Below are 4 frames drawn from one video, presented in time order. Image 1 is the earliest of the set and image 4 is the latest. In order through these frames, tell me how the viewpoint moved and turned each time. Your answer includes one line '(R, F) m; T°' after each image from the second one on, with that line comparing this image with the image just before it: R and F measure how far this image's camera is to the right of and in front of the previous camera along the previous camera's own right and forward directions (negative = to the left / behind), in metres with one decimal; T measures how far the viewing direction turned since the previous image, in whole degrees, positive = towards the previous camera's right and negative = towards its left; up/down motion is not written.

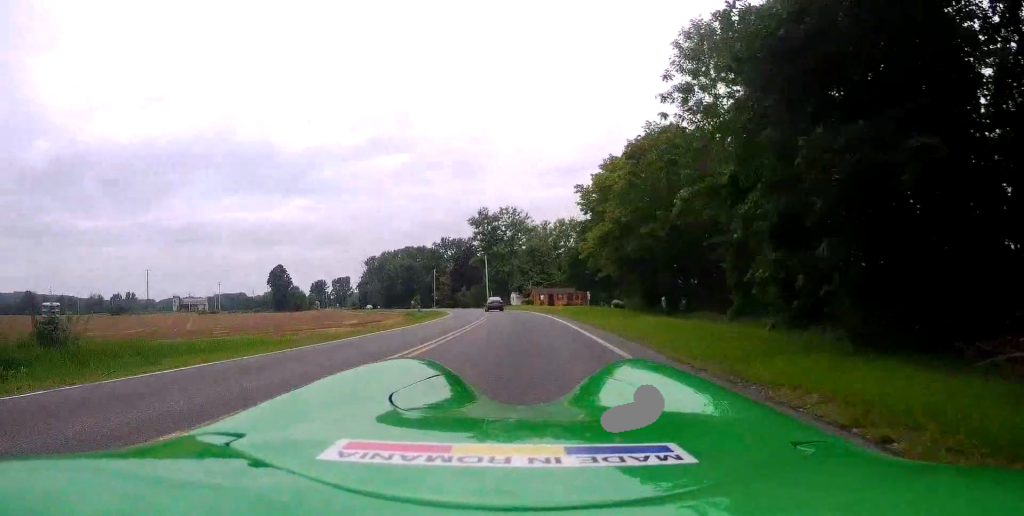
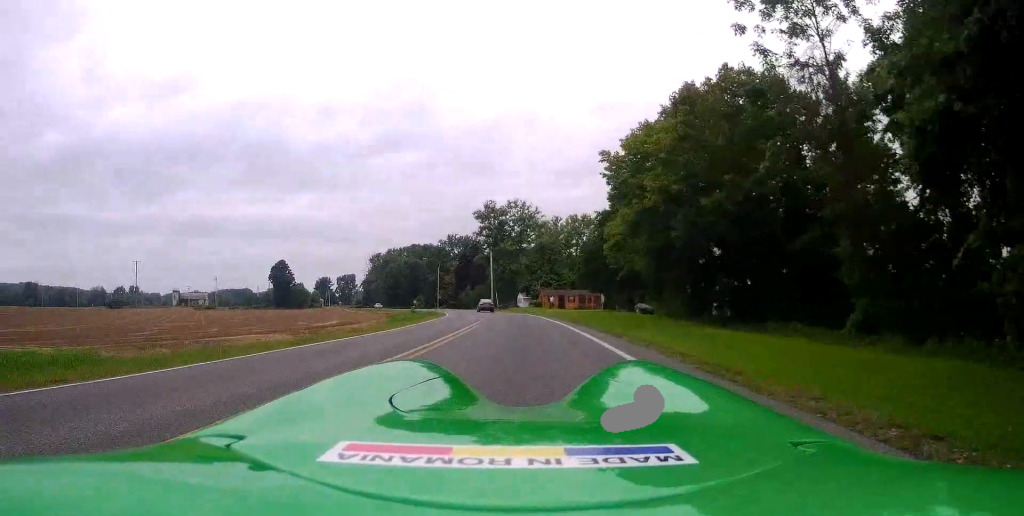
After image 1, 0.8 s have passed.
(-0.2, +8.1) m; 0°
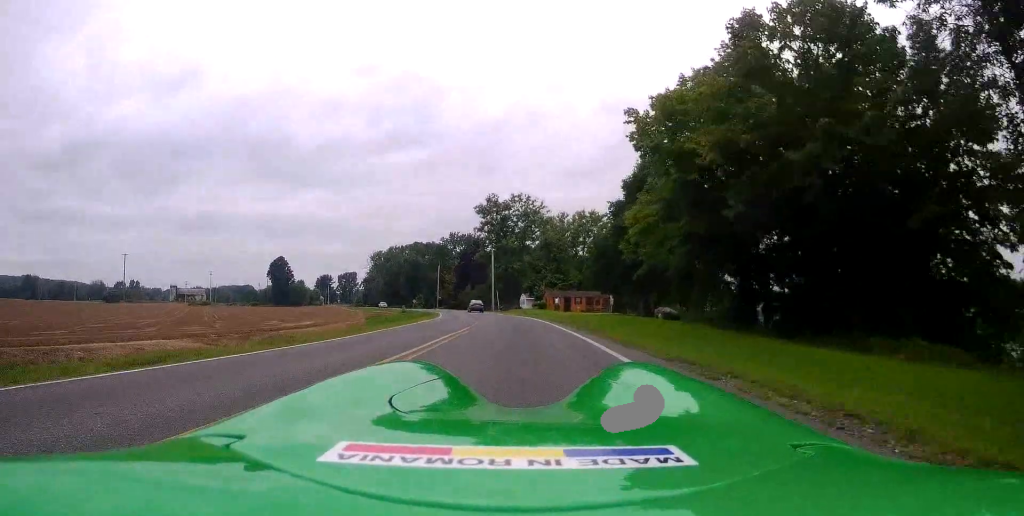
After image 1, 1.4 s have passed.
(+0.3, +6.4) m; +1°
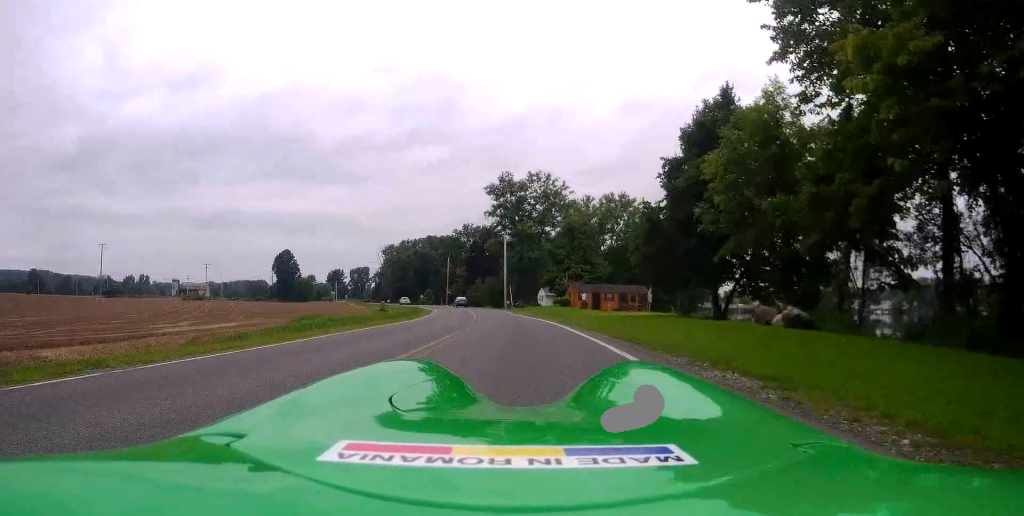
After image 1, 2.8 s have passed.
(-0.3, +14.3) m; -3°
